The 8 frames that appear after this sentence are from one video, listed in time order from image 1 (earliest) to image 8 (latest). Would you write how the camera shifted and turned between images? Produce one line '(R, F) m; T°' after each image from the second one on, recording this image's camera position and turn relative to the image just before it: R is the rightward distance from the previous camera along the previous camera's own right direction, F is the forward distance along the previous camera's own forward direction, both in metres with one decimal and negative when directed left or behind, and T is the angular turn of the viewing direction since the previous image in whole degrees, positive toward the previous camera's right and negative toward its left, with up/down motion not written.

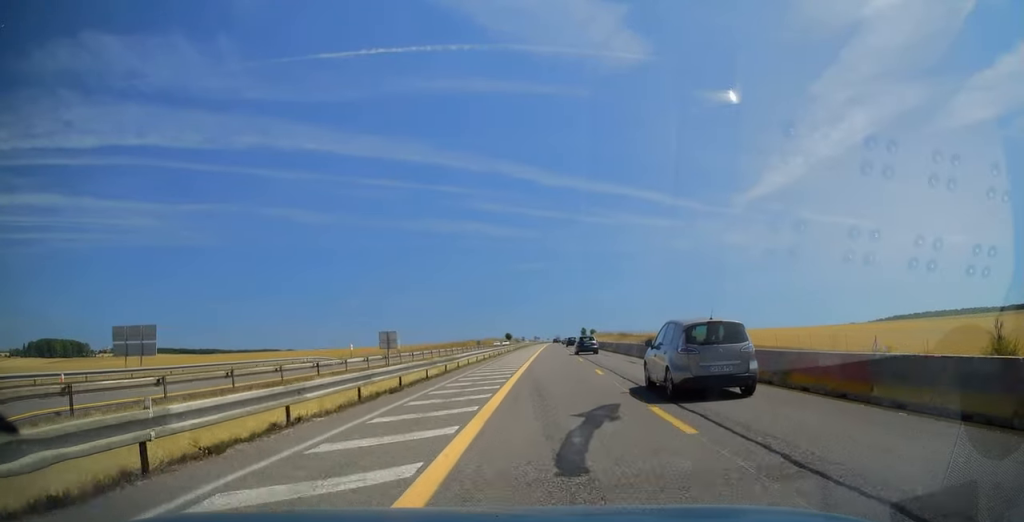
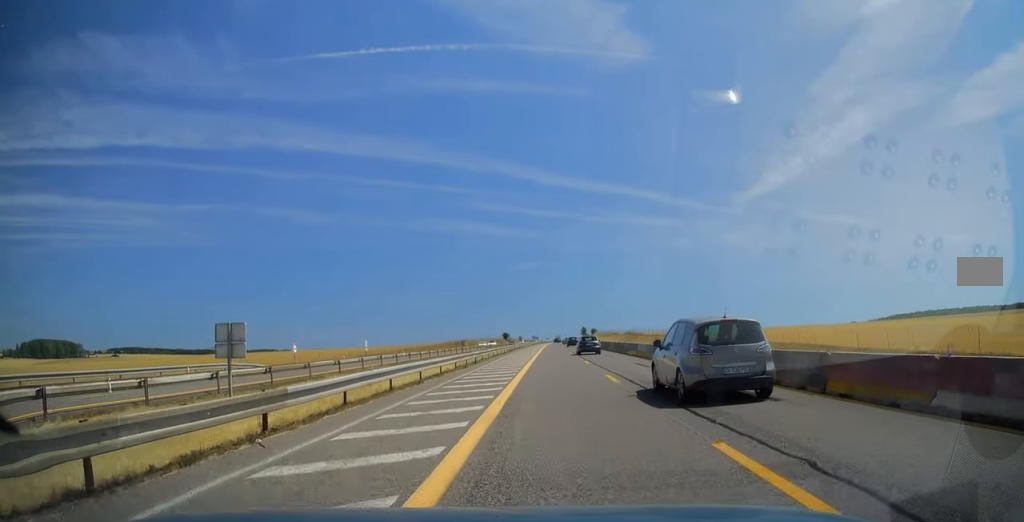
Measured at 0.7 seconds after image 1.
(0.0, +16.8) m; 0°
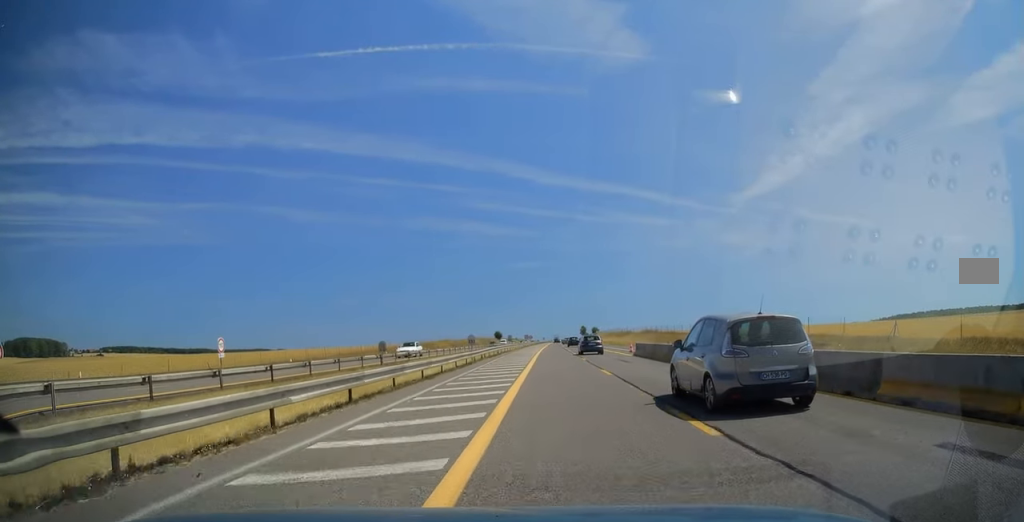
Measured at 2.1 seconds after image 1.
(+0.4, +35.4) m; +1°
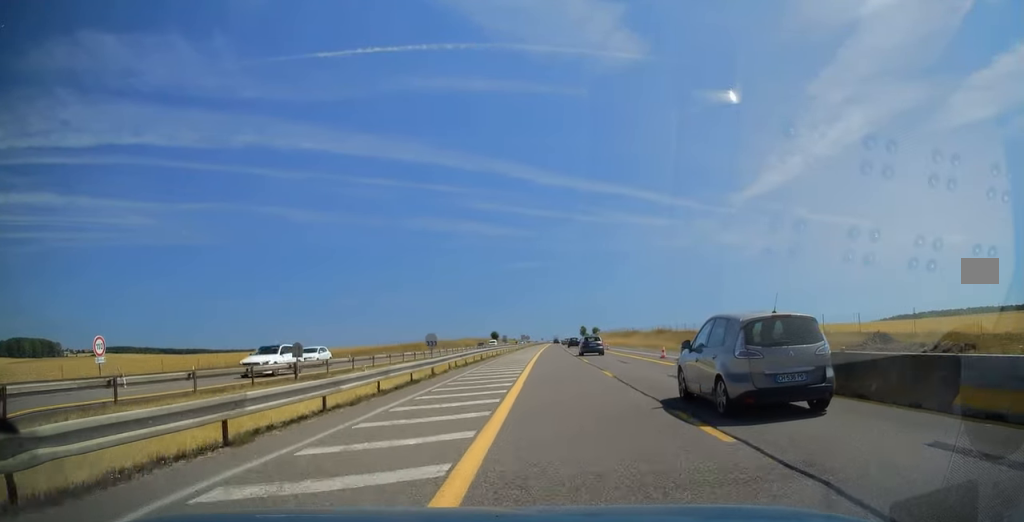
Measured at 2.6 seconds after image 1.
(0.0, +13.5) m; 0°
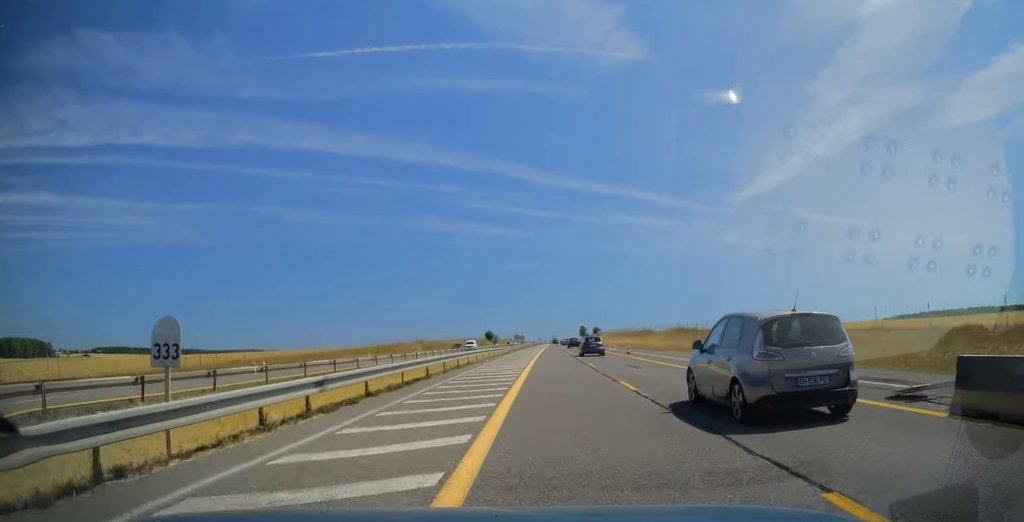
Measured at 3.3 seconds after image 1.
(0.0, +18.5) m; 0°
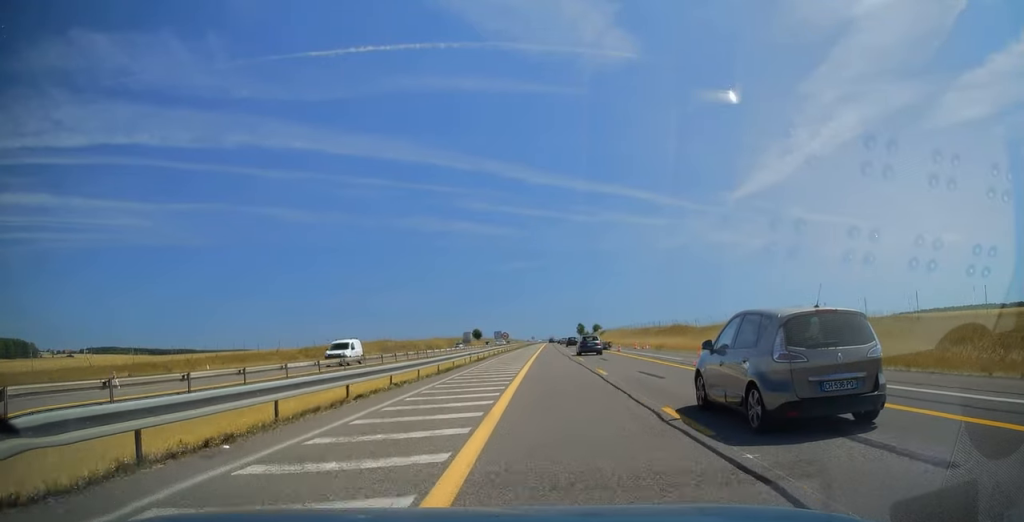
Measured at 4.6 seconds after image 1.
(0.0, +32.9) m; 0°
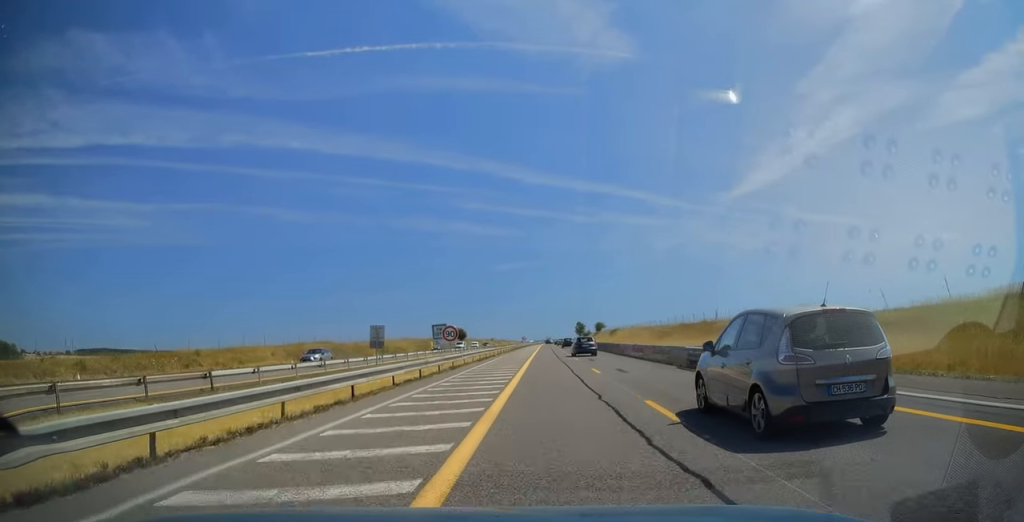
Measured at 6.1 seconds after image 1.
(+0.5, +37.5) m; +1°
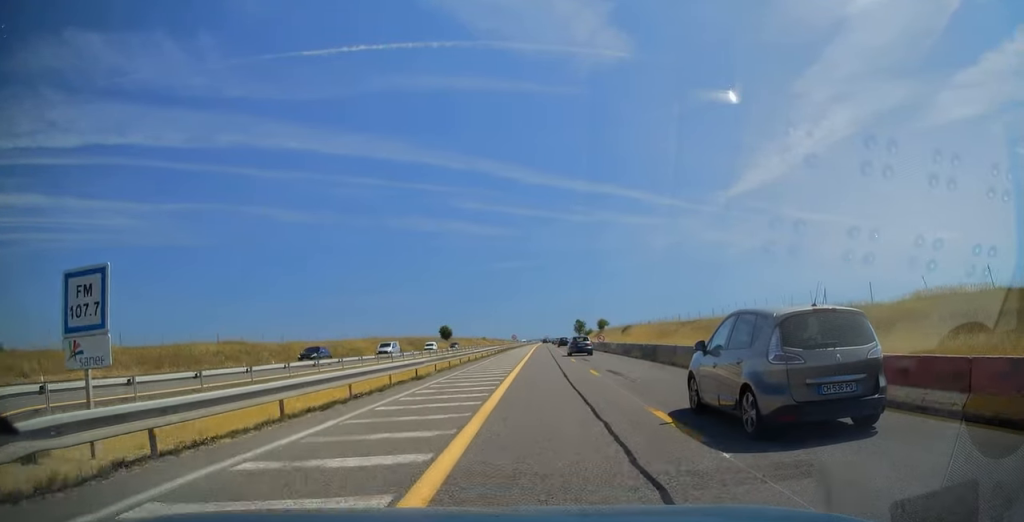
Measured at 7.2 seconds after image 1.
(+0.1, +27.8) m; -1°
